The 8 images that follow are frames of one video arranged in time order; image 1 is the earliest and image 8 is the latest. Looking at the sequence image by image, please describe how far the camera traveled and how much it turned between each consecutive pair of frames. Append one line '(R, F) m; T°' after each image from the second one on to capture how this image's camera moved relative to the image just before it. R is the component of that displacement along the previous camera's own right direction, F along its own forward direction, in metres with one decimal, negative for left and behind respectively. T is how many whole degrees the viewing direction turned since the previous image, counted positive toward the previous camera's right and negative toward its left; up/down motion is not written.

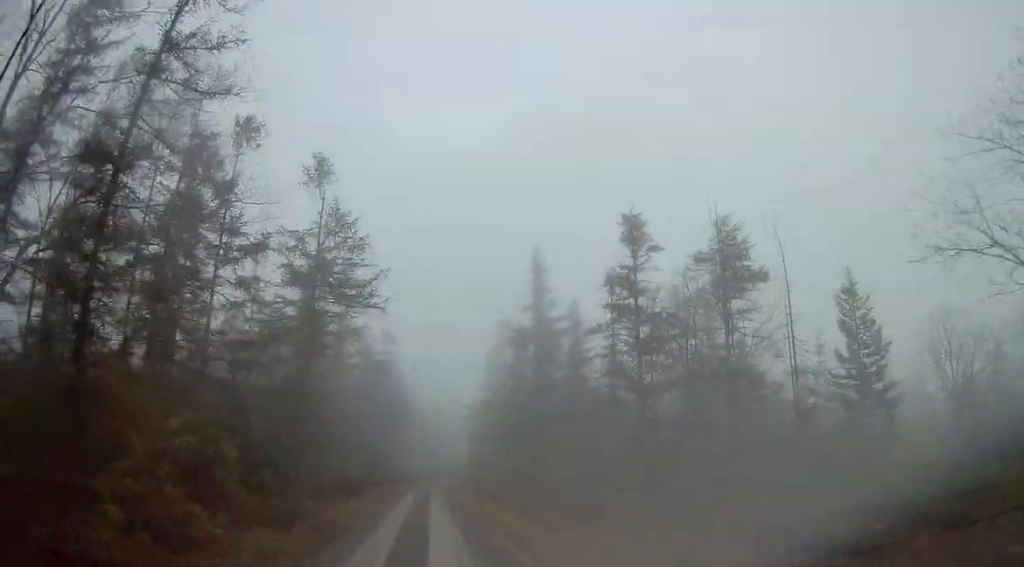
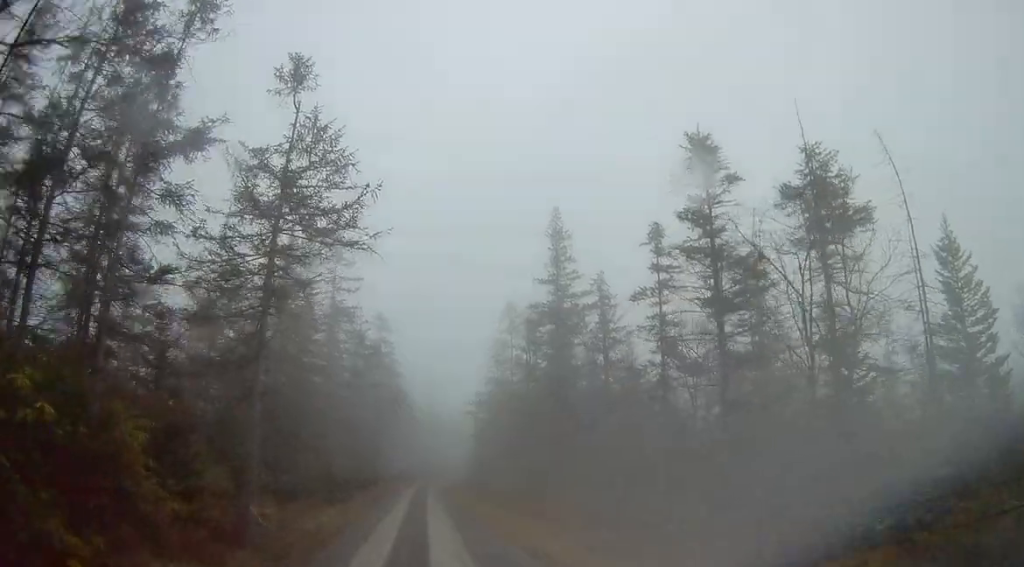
(+0.1, +5.3) m; 0°
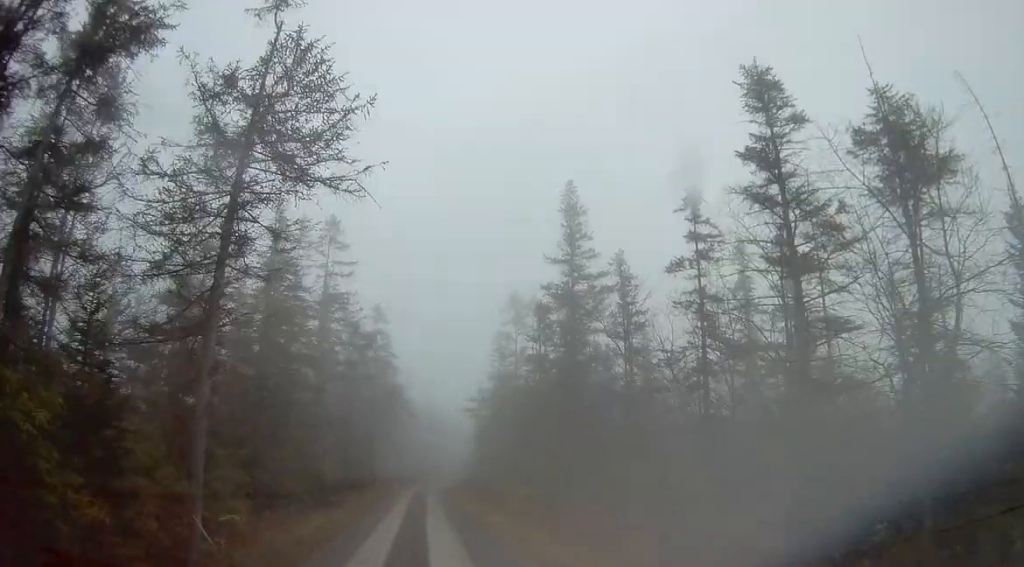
(-0.1, +3.1) m; -1°
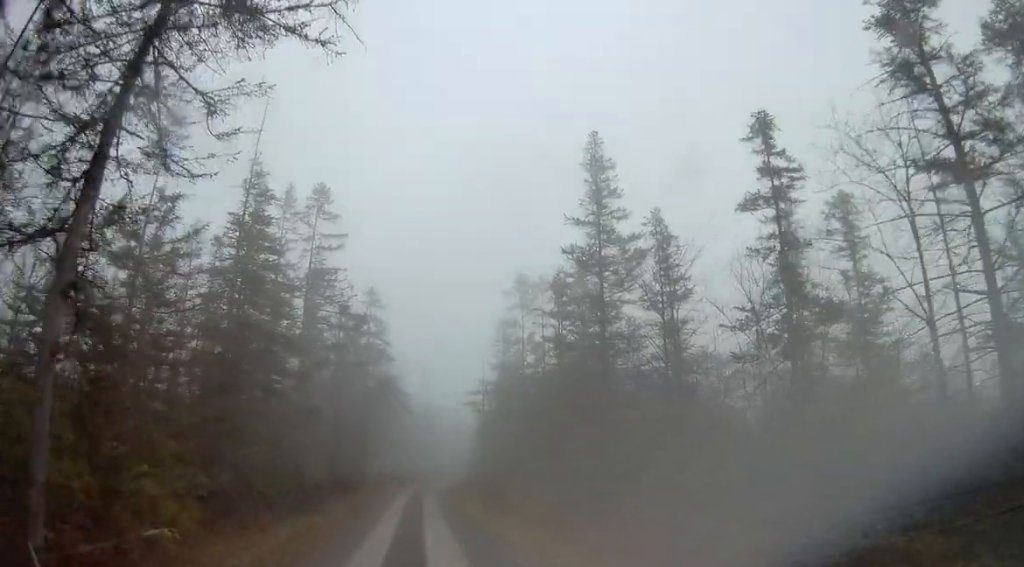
(-0.1, +4.4) m; -1°
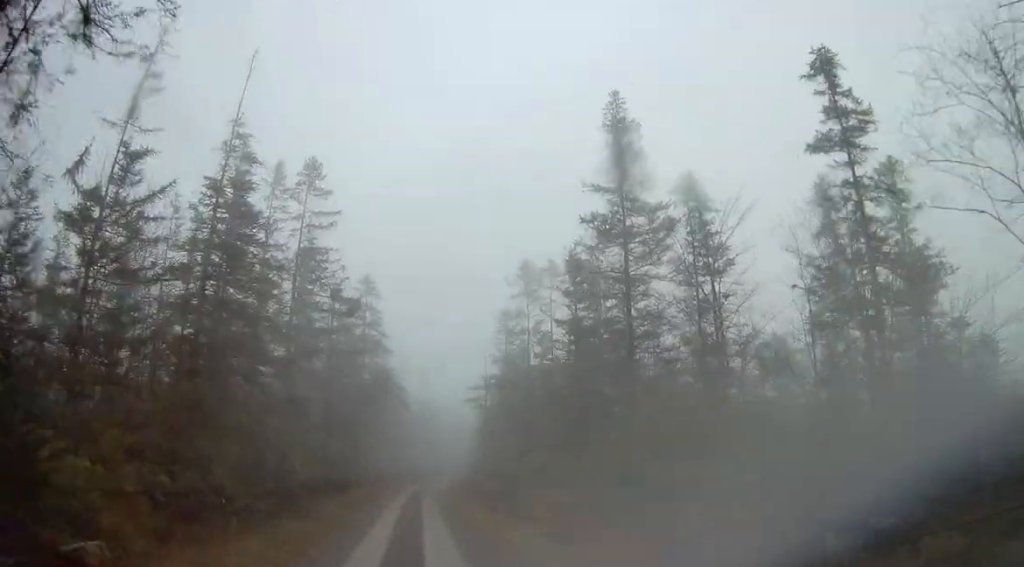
(0.0, +2.8) m; 0°
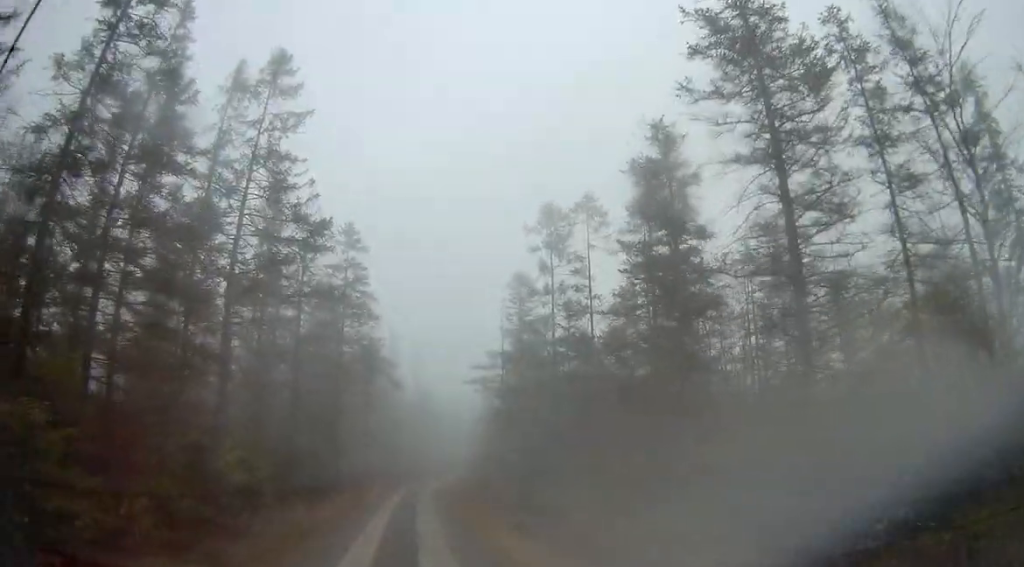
(+0.2, +8.8) m; +3°
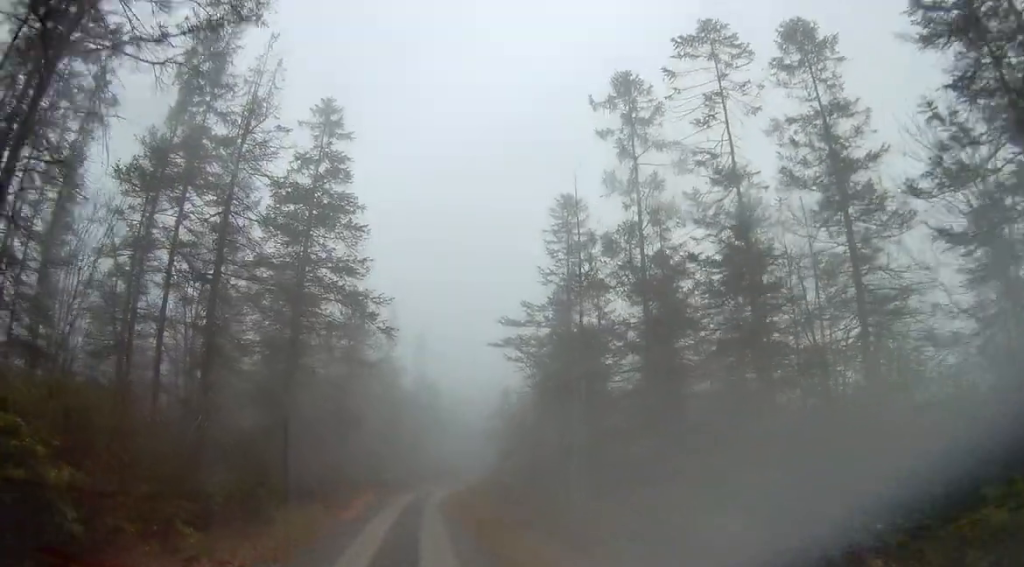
(+0.4, +12.5) m; 0°
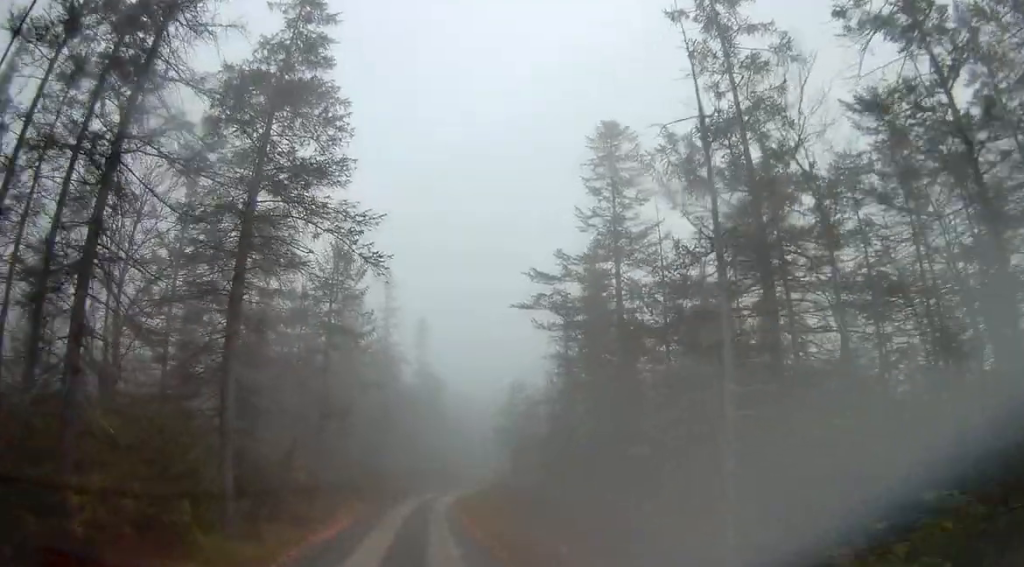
(-0.2, +7.2) m; +1°
